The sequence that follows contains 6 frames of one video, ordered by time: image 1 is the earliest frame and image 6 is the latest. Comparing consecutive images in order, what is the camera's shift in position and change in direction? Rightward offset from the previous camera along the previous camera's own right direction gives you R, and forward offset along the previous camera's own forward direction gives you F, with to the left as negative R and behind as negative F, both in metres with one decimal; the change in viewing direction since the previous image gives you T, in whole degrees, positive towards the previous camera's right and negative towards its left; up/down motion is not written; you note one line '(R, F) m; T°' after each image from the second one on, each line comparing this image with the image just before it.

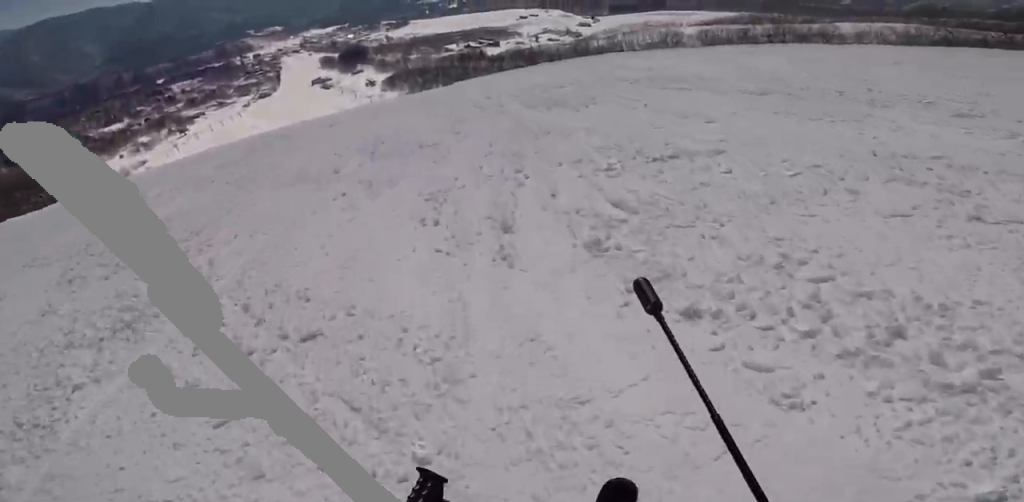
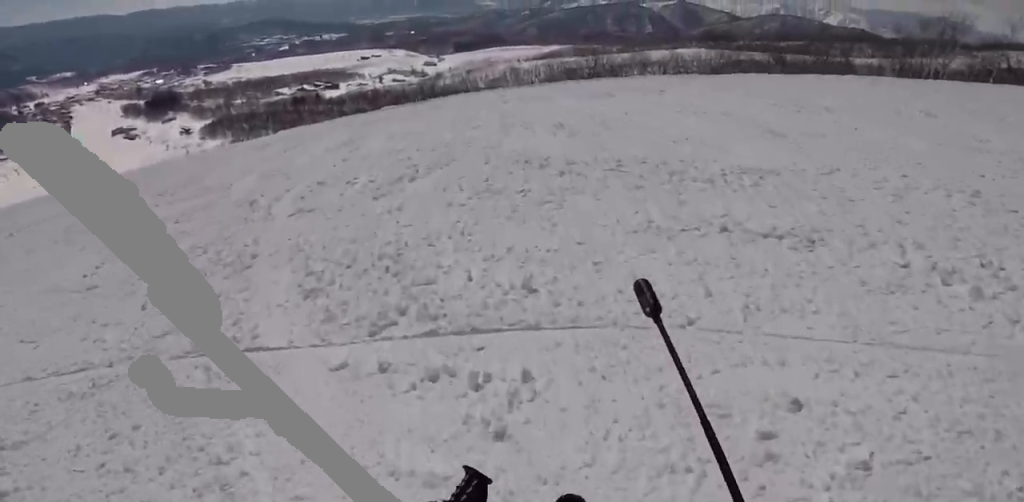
(+1.6, +6.4) m; +12°
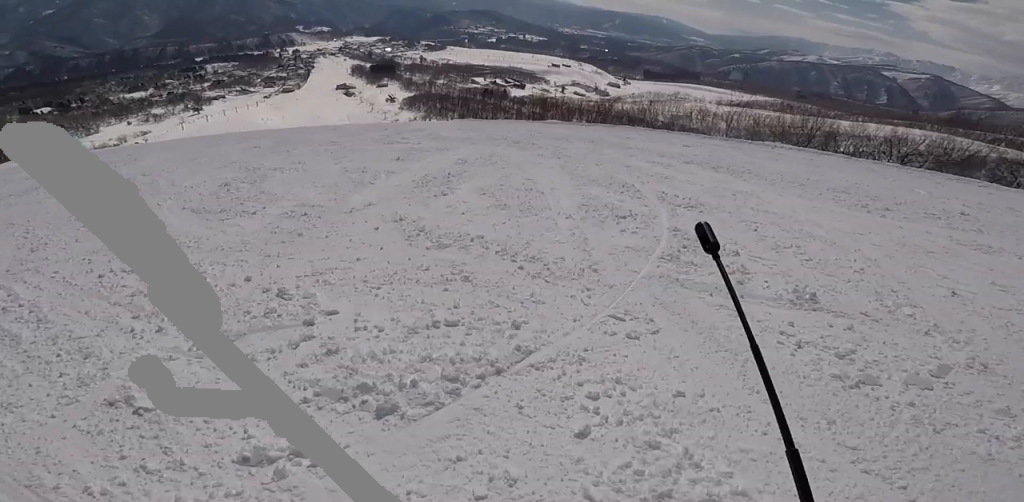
(+0.2, +4.1) m; -4°
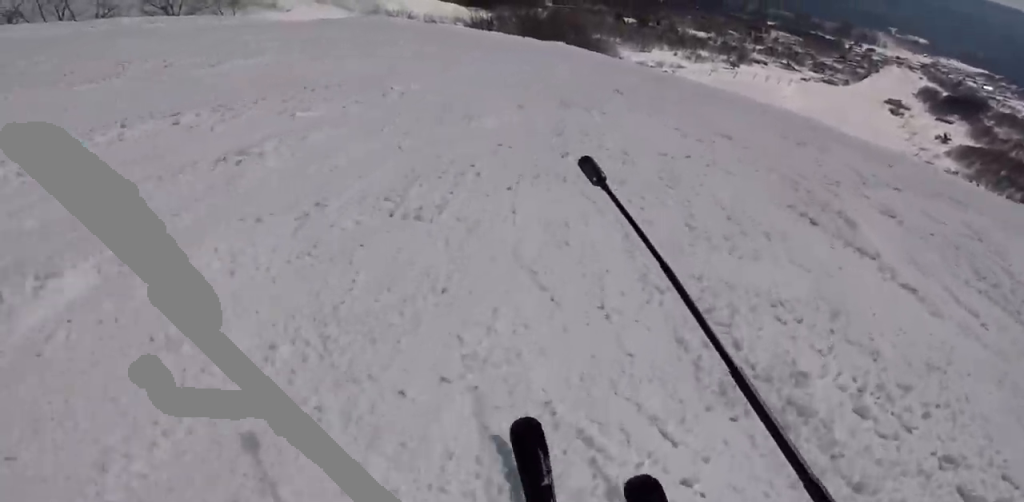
(-3.7, +11.9) m; -49°
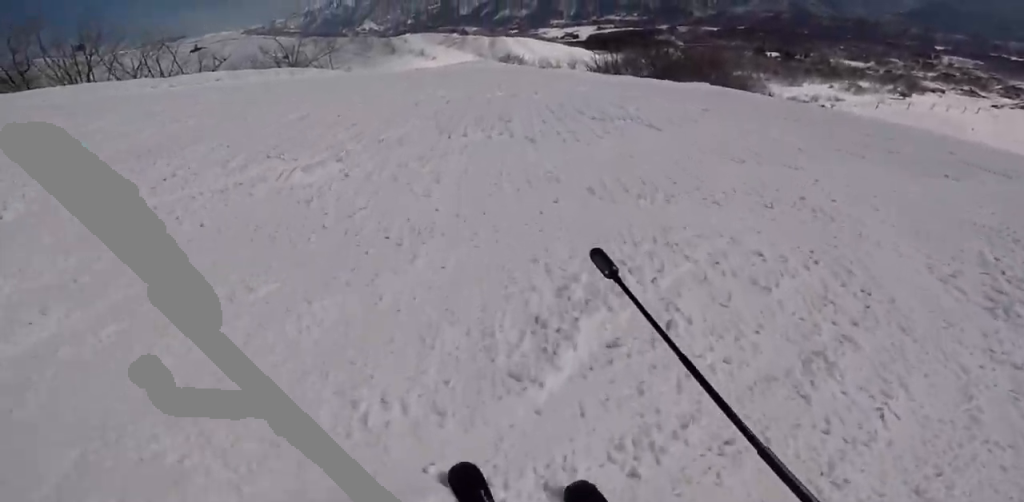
(-4.6, +7.6) m; -32°
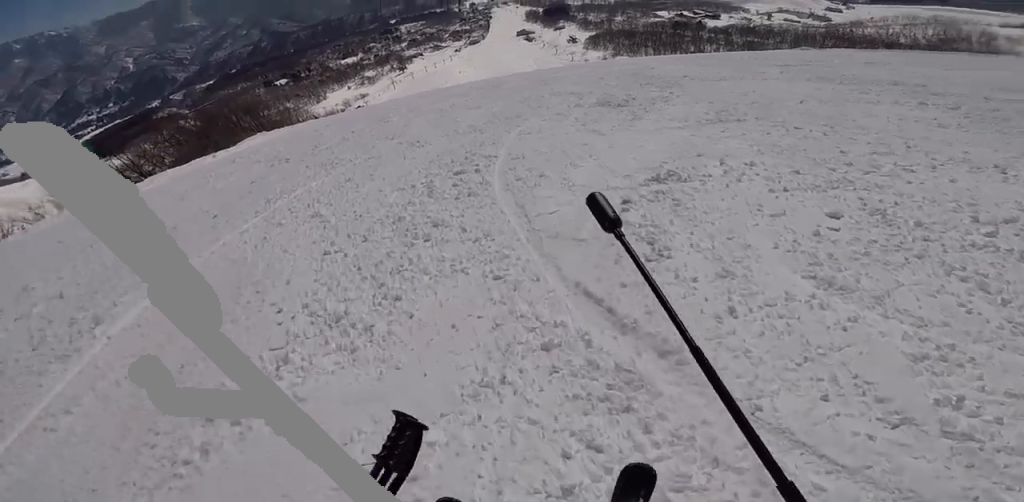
(+4.1, +10.5) m; +52°
